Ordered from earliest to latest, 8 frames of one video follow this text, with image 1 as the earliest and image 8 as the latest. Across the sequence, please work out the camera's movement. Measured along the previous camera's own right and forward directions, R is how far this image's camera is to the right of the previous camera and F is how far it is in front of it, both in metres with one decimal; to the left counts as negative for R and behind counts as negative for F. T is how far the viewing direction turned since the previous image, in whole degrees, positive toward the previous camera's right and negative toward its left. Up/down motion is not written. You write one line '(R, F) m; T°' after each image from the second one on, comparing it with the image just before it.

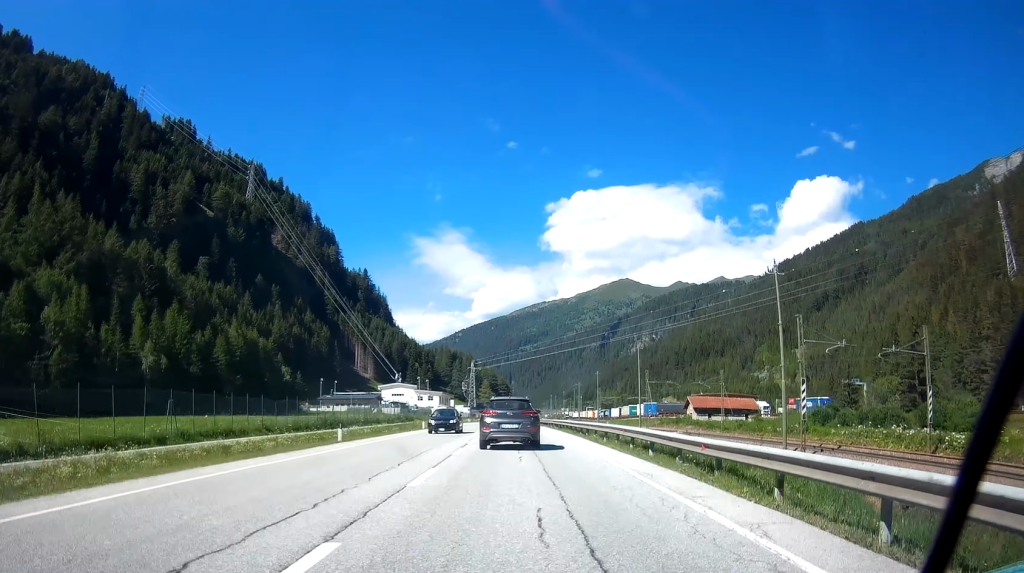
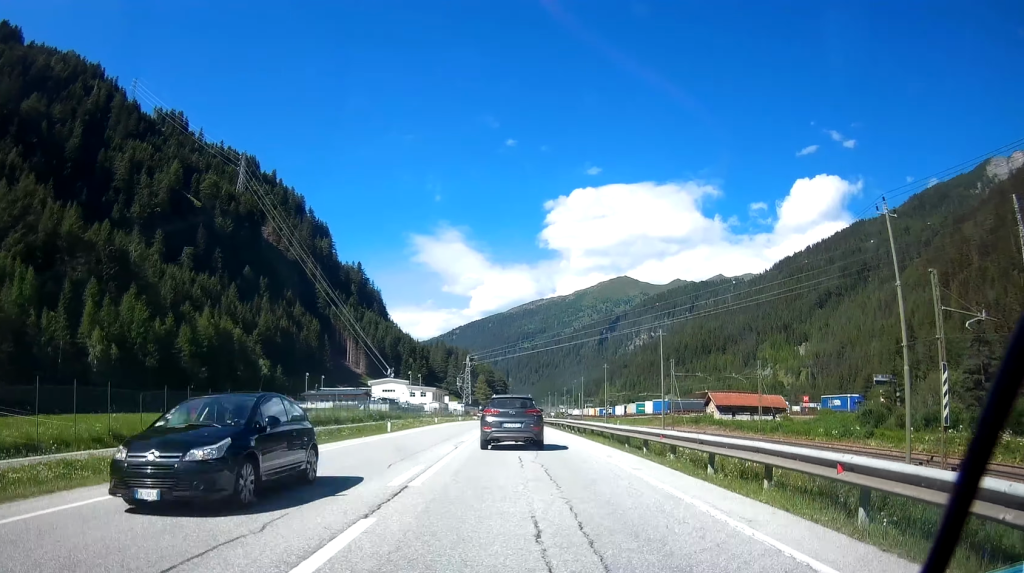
(0.0, +14.7) m; 0°
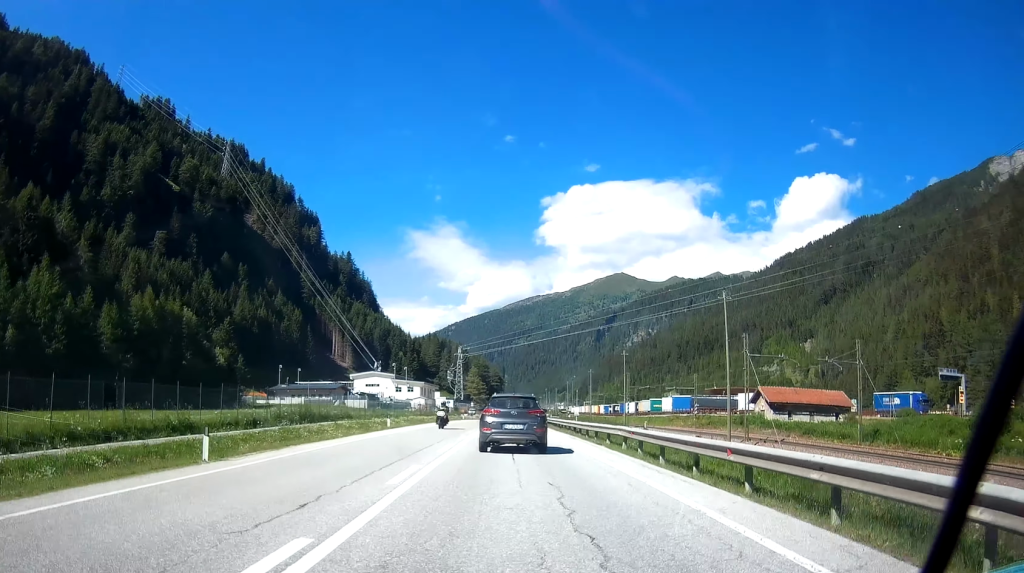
(-0.3, +24.2) m; 0°
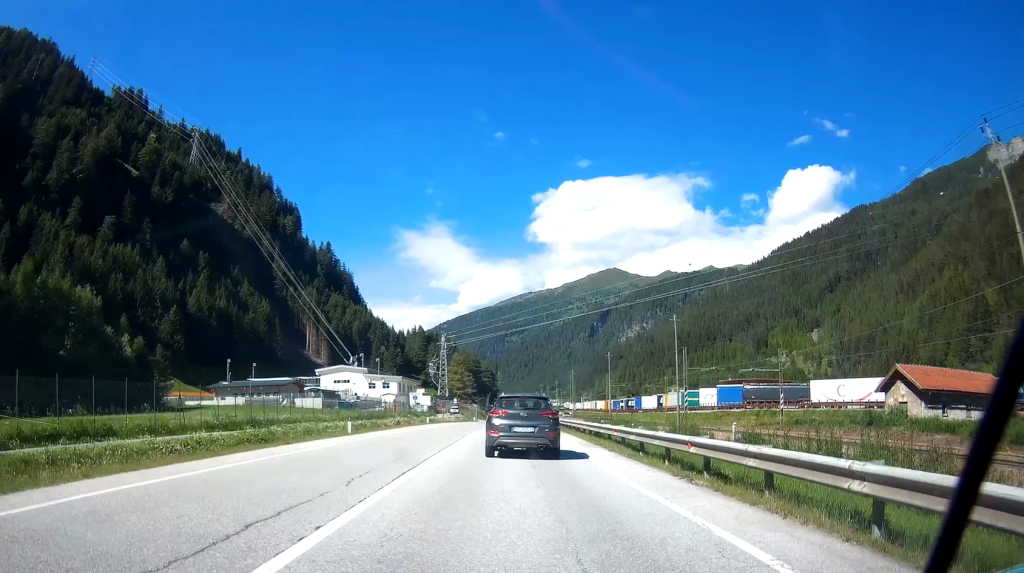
(+0.9, +35.0) m; +2°
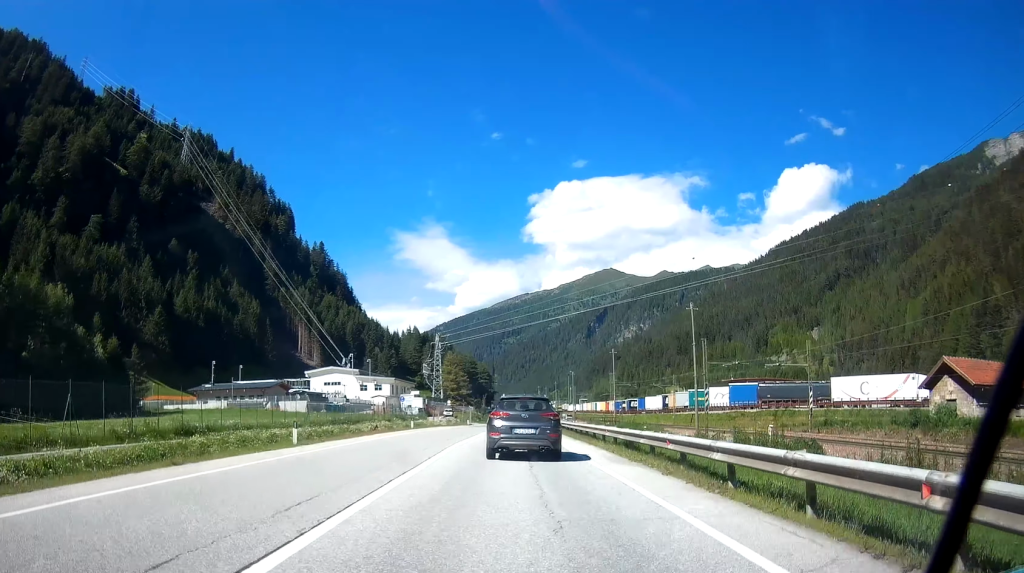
(0.0, +7.8) m; 0°
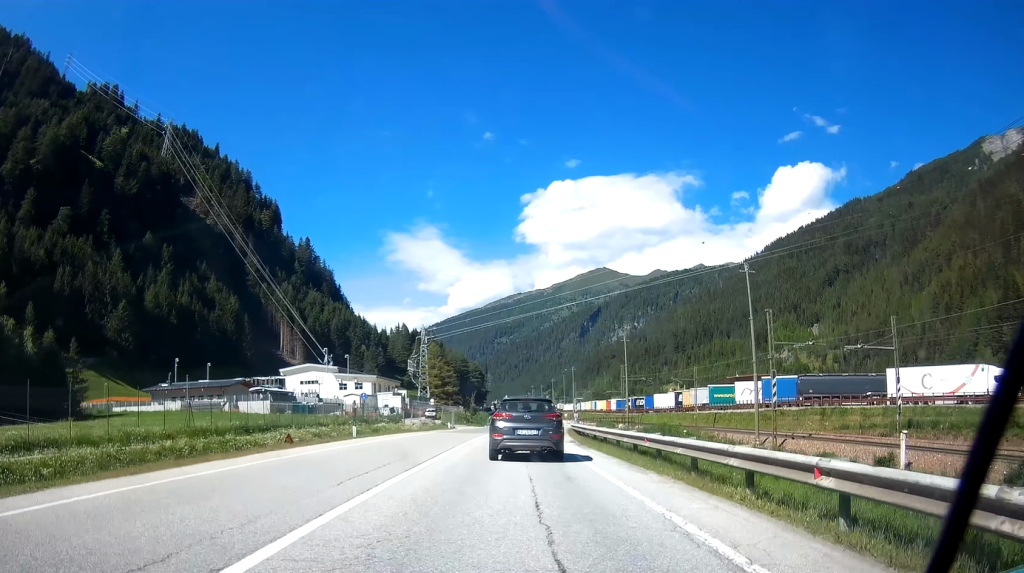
(0.0, +16.8) m; 0°
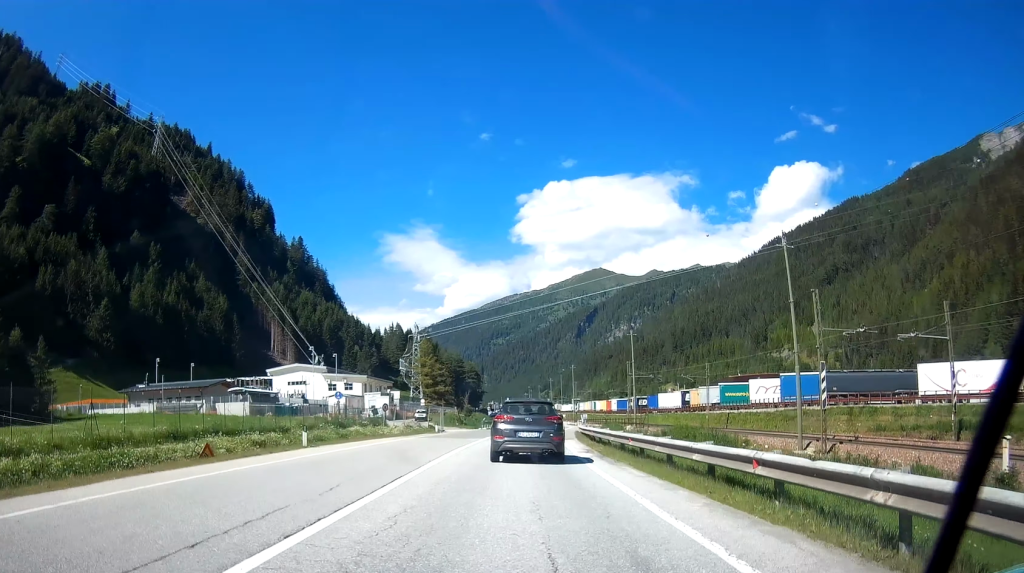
(-0.1, +7.6) m; 0°
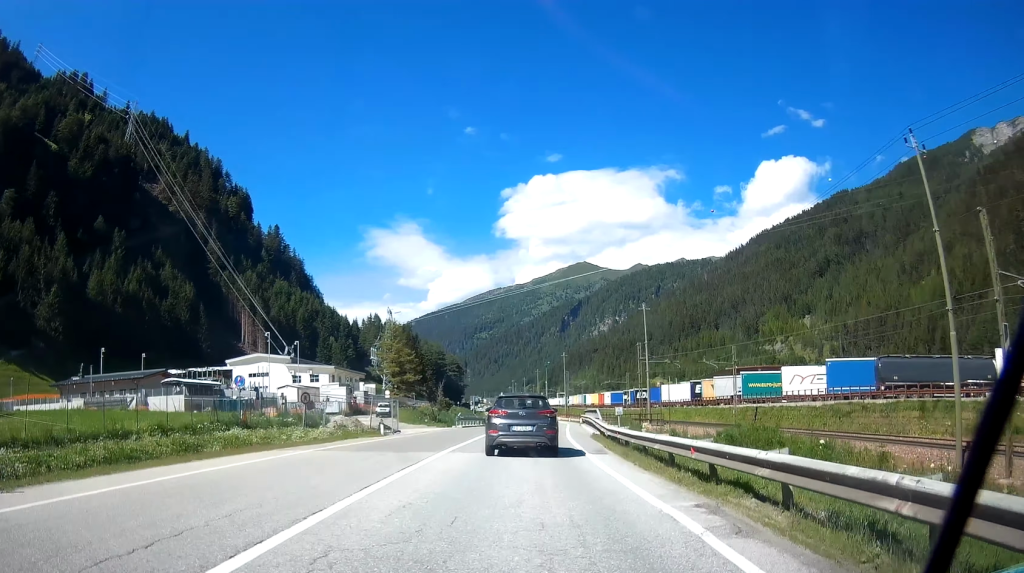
(+0.2, +16.1) m; +1°
